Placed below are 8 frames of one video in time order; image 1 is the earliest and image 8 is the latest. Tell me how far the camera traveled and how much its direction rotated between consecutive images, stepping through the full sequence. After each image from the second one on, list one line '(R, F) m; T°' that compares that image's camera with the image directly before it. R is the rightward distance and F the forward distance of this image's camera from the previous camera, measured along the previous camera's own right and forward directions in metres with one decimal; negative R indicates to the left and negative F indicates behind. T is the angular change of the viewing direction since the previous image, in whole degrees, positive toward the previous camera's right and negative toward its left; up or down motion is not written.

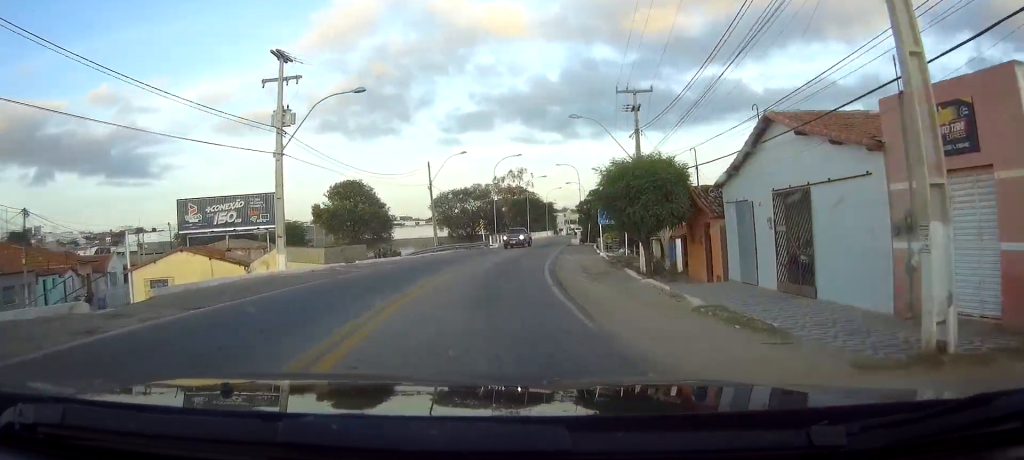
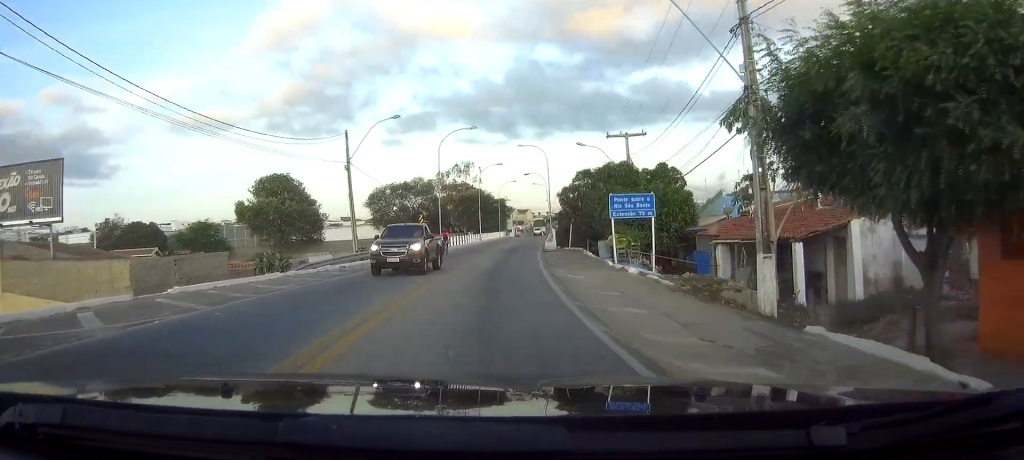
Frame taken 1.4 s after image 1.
(+1.1, +18.8) m; +6°
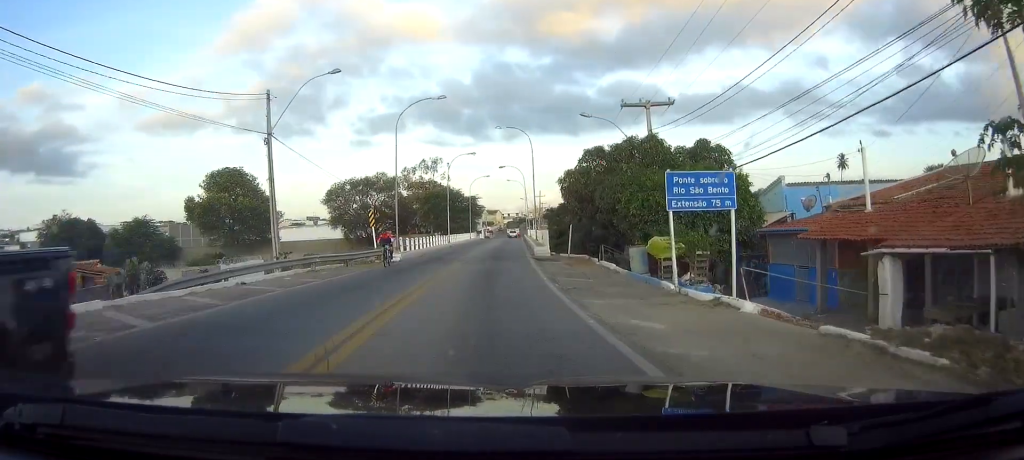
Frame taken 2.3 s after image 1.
(+0.3, +12.3) m; +2°
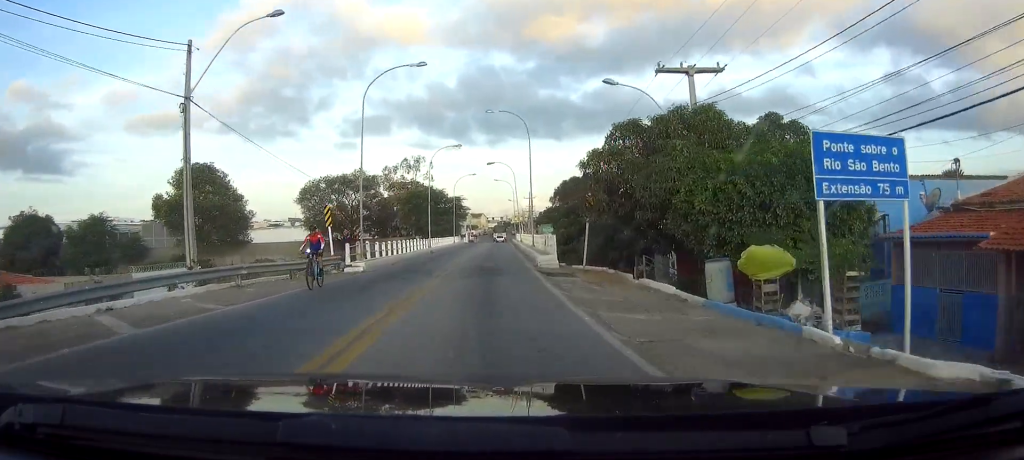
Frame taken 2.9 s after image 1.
(+0.1, +8.5) m; +1°
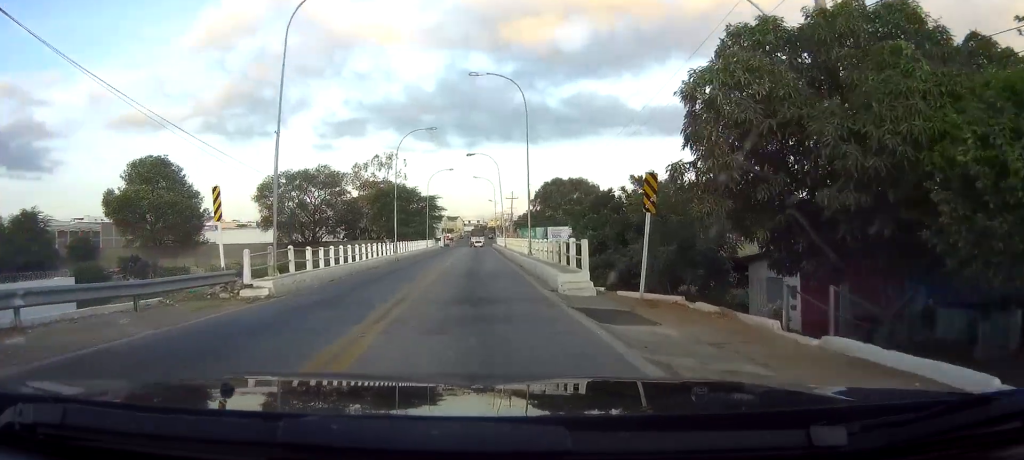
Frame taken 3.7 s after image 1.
(+0.1, +11.4) m; +2°
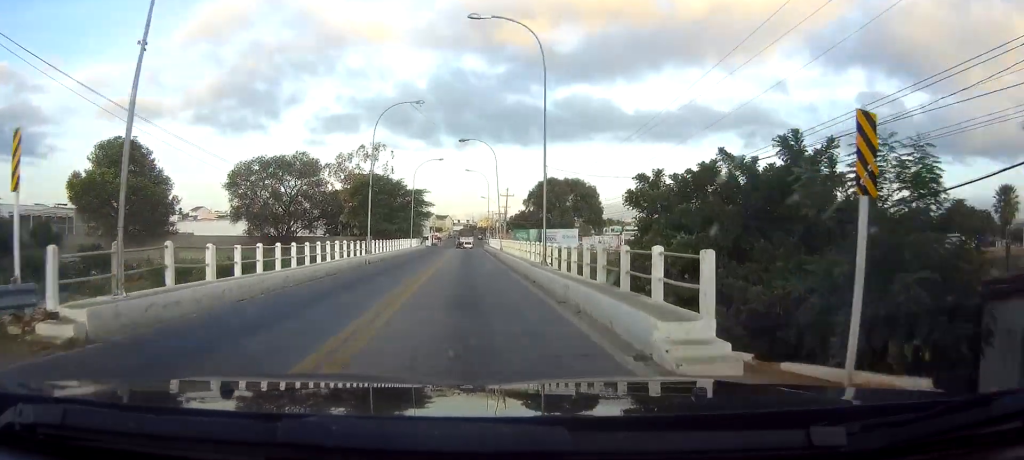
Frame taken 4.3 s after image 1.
(+0.2, +9.3) m; +1°
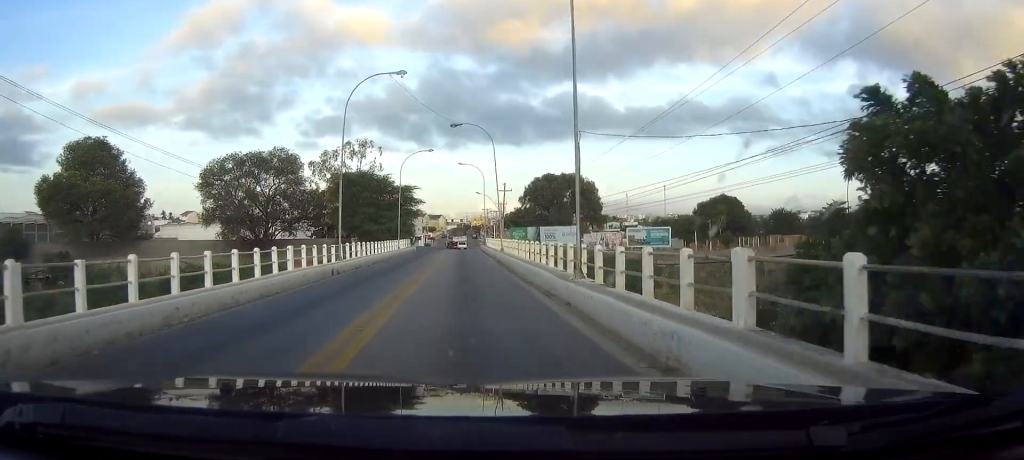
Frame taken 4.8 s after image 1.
(+0.1, +7.6) m; +1°
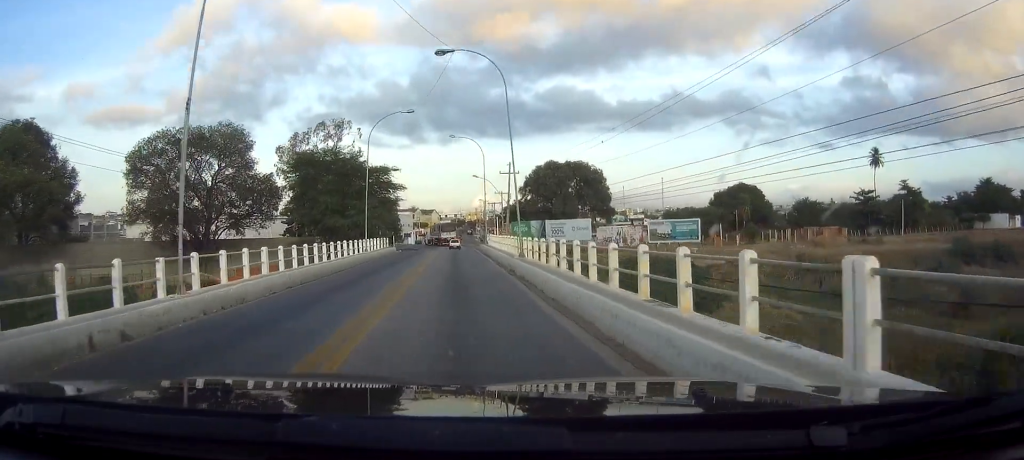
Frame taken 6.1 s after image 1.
(+0.1, +18.3) m; 0°
